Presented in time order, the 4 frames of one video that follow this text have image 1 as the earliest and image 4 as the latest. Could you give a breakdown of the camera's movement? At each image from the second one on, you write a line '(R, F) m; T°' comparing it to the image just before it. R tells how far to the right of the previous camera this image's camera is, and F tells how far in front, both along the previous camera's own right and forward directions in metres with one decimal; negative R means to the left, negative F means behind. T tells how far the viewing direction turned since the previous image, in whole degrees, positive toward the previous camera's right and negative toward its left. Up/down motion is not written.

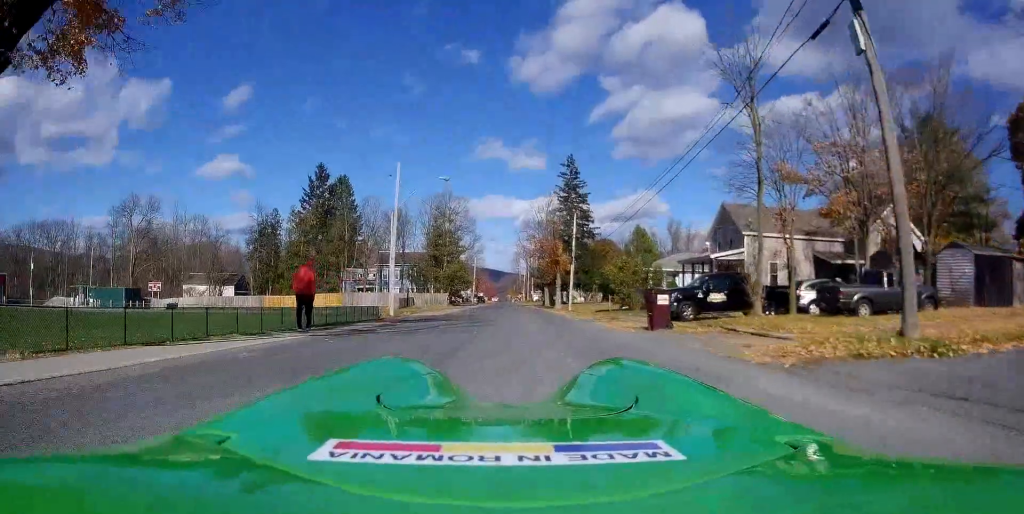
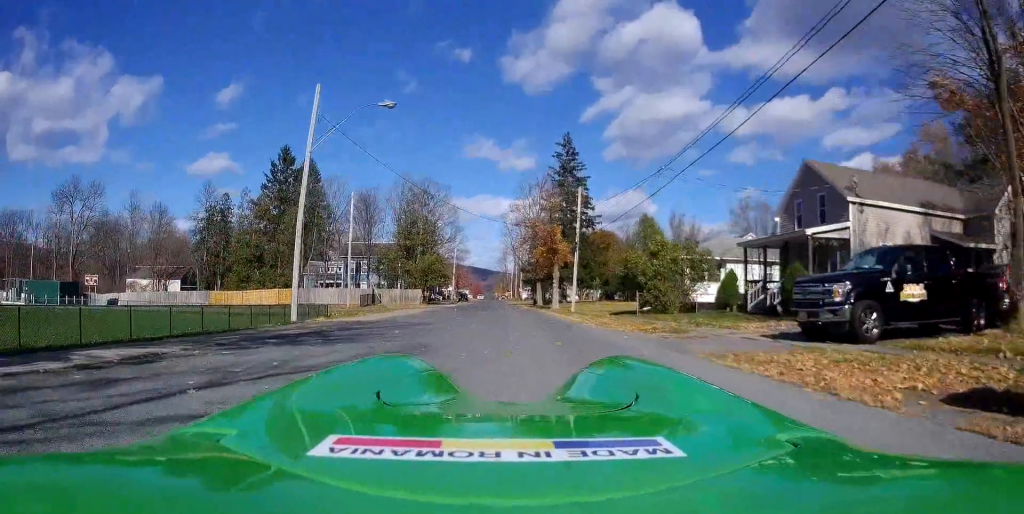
(0.0, +14.0) m; 0°
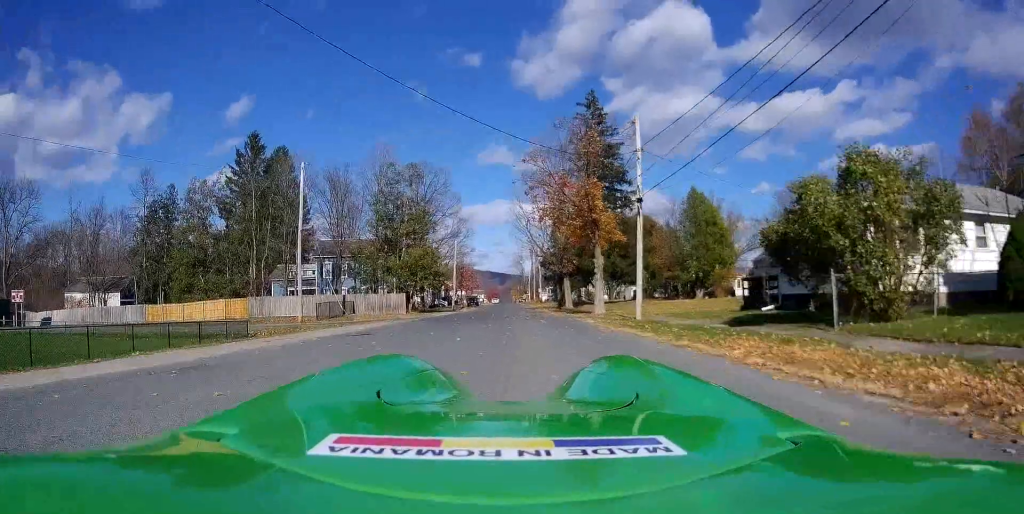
(-0.2, +18.7) m; -4°
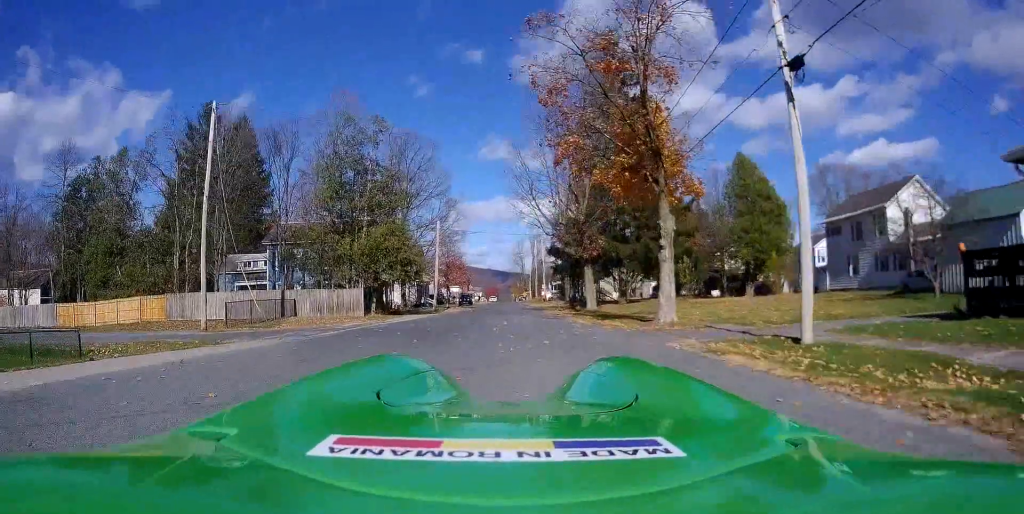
(-0.5, +13.9) m; -1°
